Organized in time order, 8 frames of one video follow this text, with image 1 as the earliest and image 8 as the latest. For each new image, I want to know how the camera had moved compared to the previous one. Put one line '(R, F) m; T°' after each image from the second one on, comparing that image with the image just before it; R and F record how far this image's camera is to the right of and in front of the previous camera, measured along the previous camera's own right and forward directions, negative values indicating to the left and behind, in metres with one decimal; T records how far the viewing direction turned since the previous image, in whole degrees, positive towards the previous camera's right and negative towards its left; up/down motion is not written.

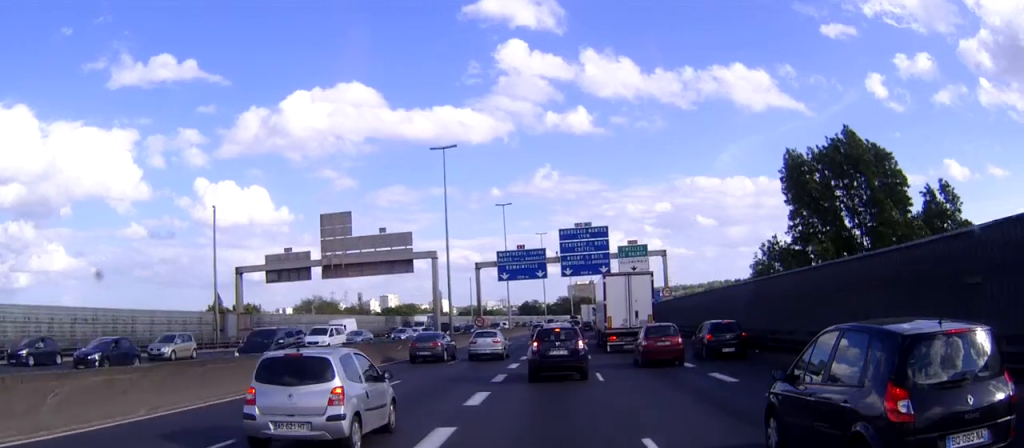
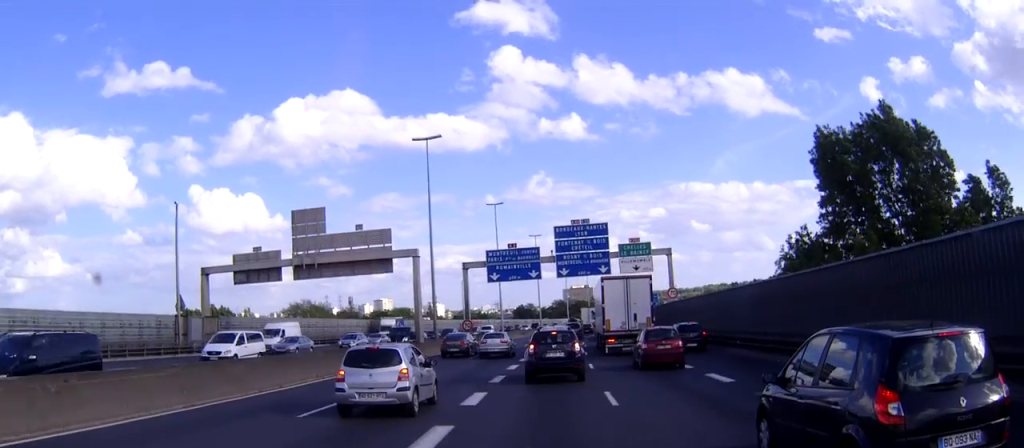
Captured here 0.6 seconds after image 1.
(0.0, +6.3) m; +1°
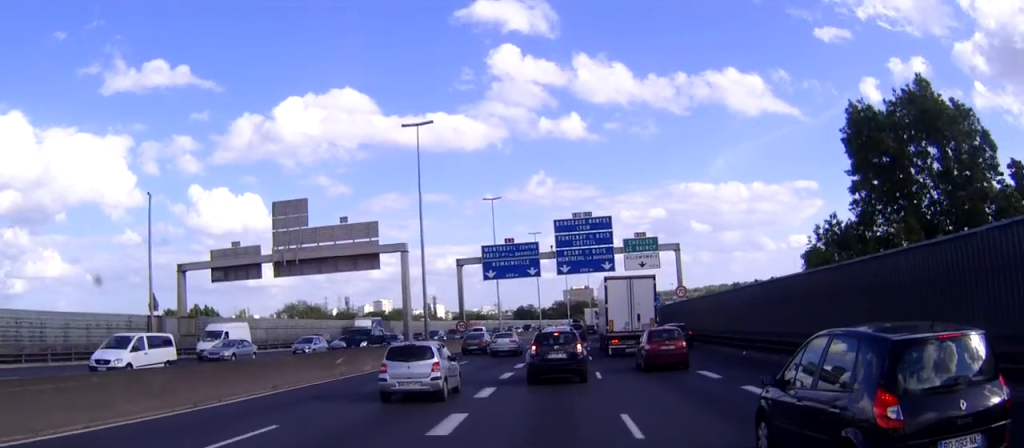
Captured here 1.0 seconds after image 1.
(0.0, +4.4) m; 0°
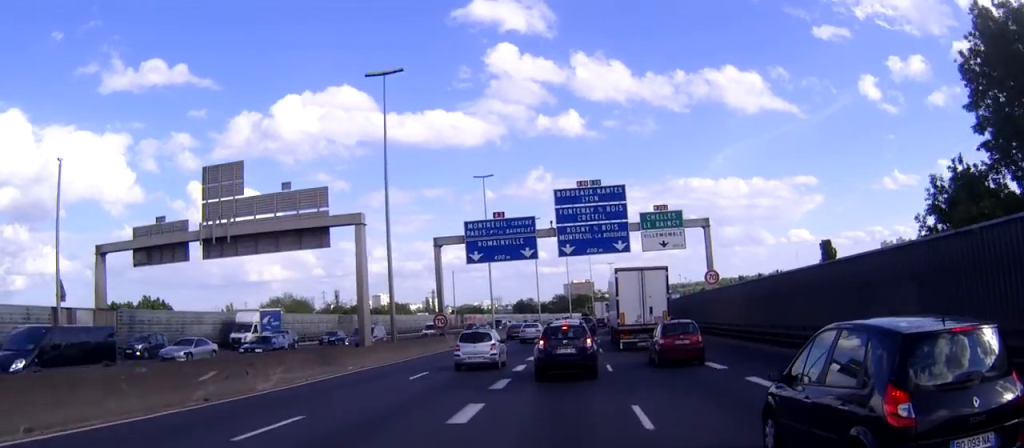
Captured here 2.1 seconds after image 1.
(+0.1, +11.8) m; 0°
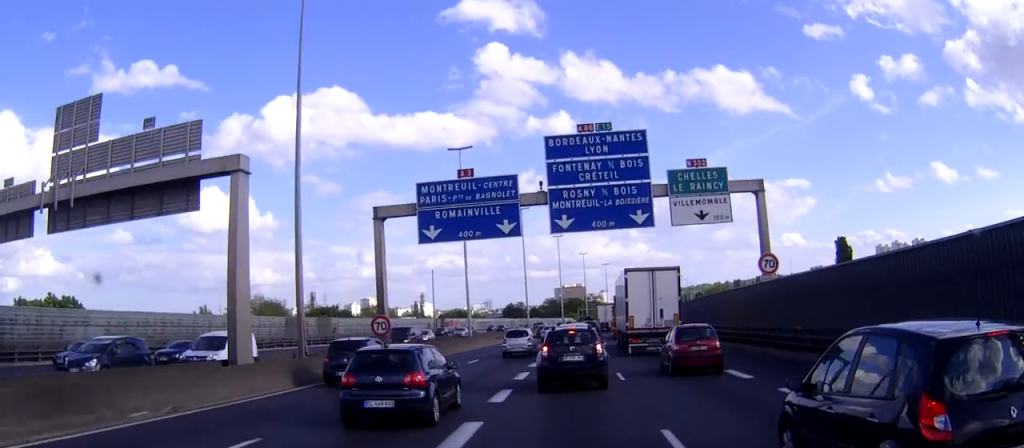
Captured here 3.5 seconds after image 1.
(0.0, +15.1) m; 0°
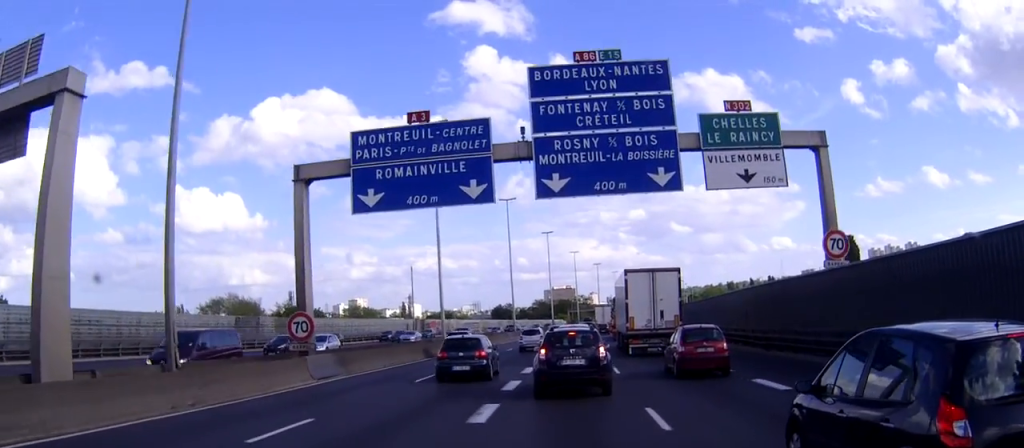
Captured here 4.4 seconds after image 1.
(0.0, +10.3) m; 0°
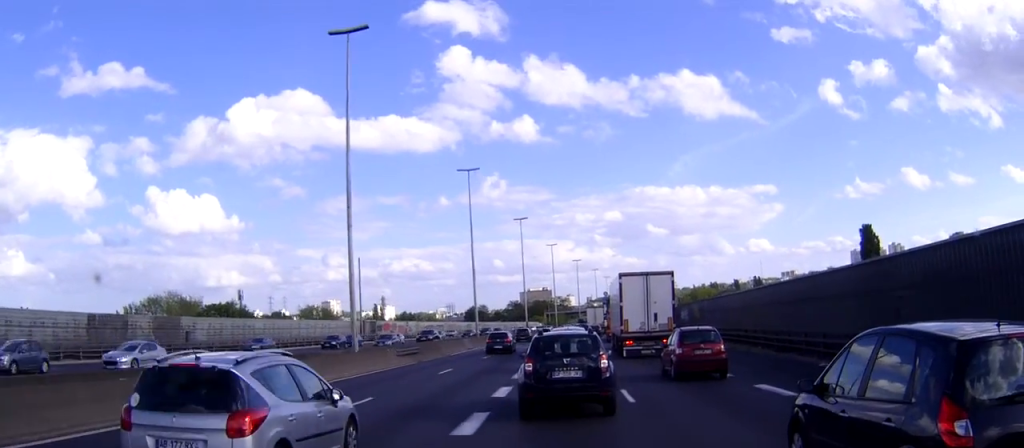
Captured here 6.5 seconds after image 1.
(+0.2, +20.3) m; +2°
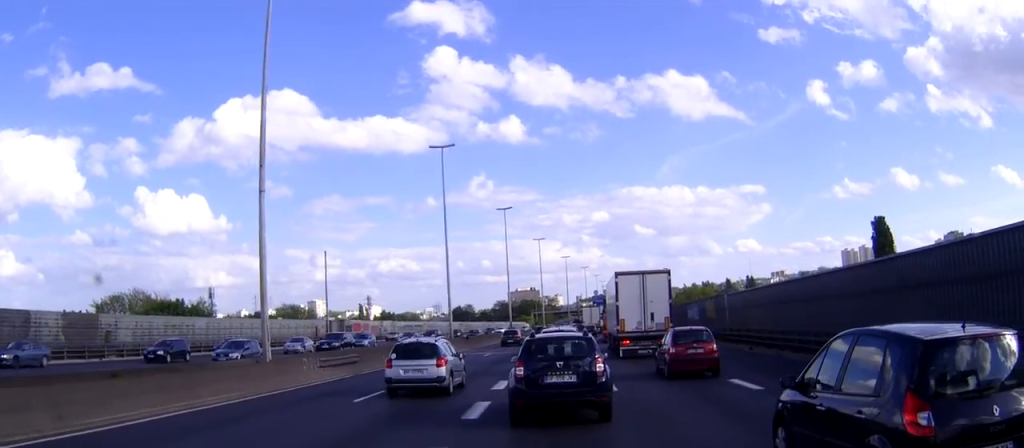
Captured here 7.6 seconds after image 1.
(+0.2, +10.8) m; +2°
